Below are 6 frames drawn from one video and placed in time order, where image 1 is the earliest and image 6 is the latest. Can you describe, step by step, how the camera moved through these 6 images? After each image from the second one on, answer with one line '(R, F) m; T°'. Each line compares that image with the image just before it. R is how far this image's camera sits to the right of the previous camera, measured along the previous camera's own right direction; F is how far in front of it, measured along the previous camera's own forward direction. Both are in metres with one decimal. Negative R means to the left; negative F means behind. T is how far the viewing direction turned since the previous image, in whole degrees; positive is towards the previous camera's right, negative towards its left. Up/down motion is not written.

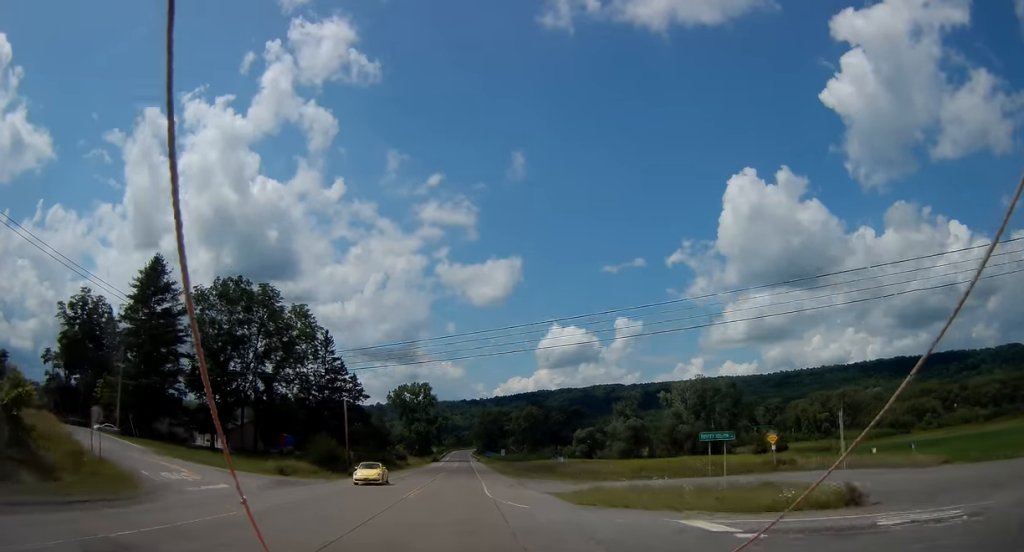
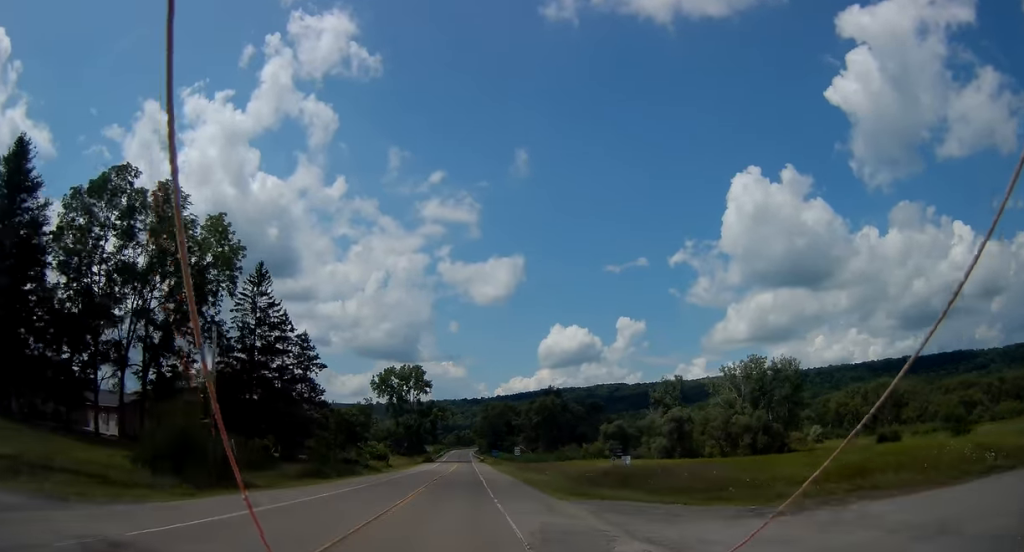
(0.0, +33.5) m; 0°
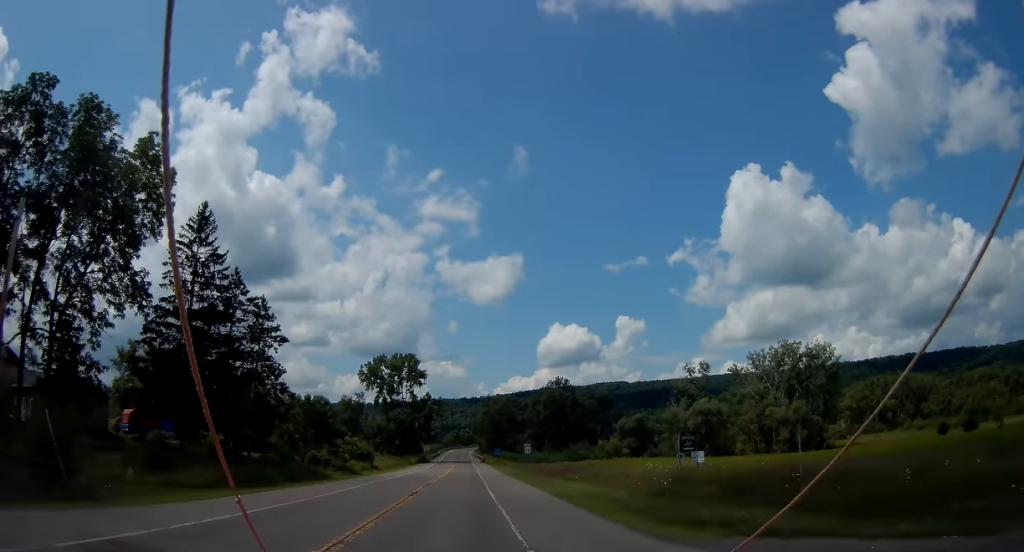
(0.0, +15.7) m; 0°
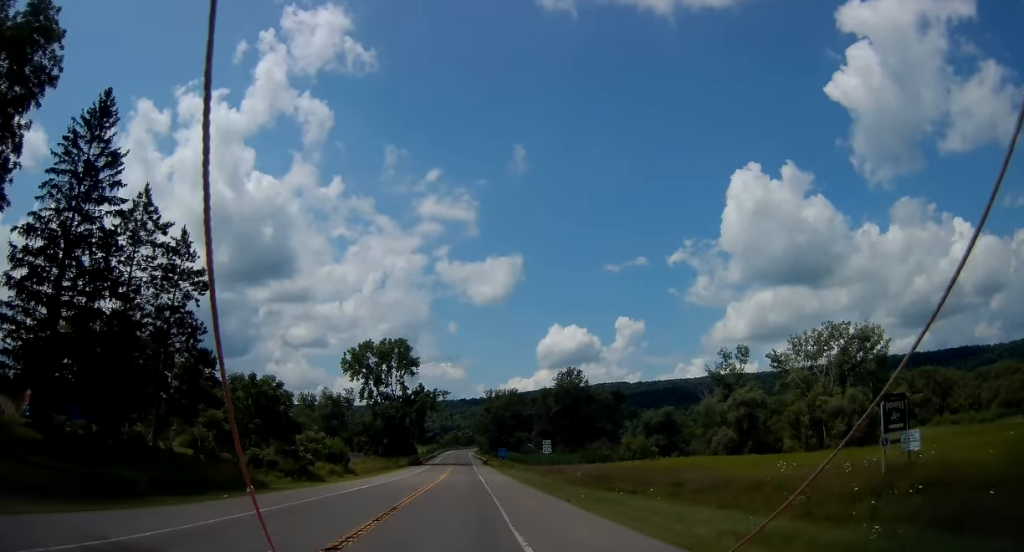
(-0.1, +18.1) m; -1°
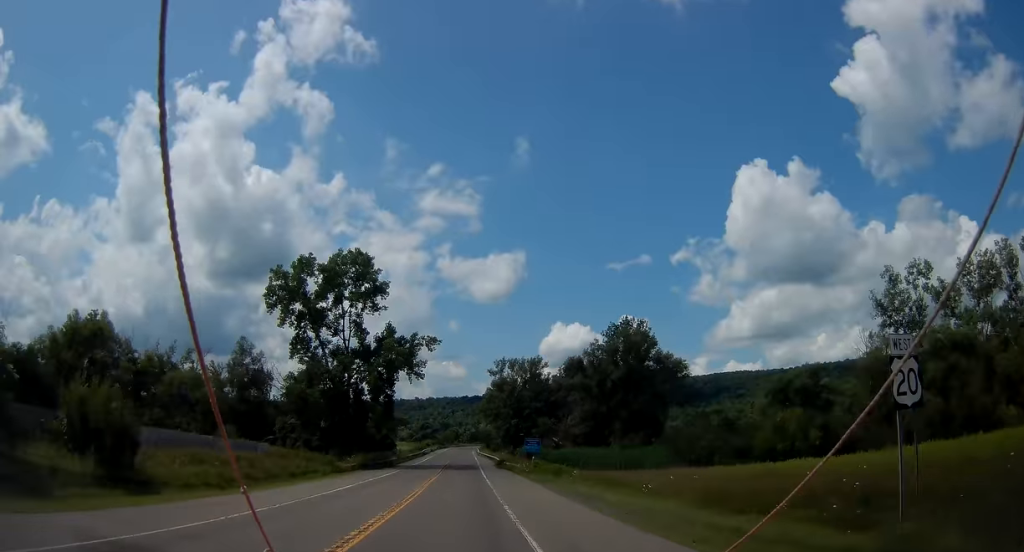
(+0.7, +46.2) m; +1°
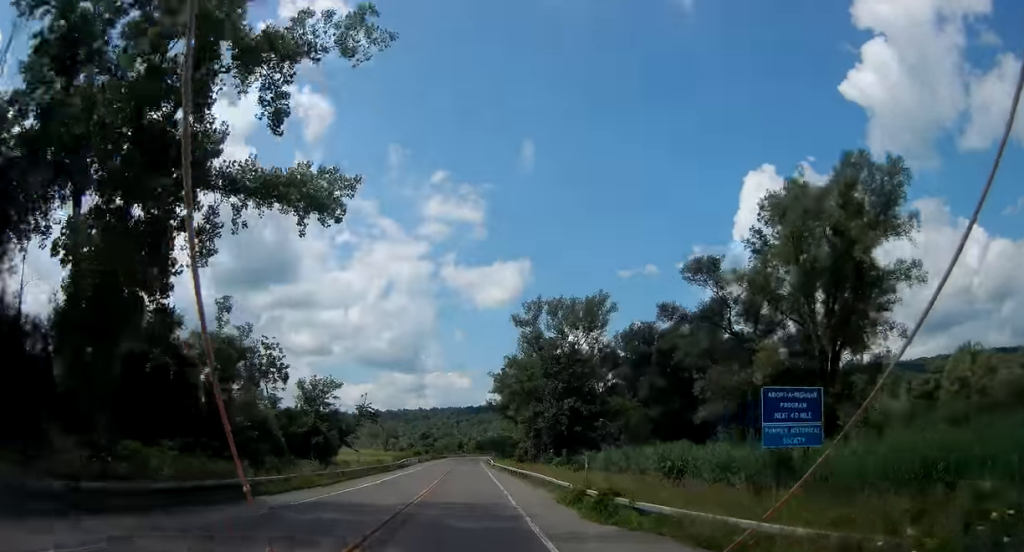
(-0.9, +47.8) m; -2°
